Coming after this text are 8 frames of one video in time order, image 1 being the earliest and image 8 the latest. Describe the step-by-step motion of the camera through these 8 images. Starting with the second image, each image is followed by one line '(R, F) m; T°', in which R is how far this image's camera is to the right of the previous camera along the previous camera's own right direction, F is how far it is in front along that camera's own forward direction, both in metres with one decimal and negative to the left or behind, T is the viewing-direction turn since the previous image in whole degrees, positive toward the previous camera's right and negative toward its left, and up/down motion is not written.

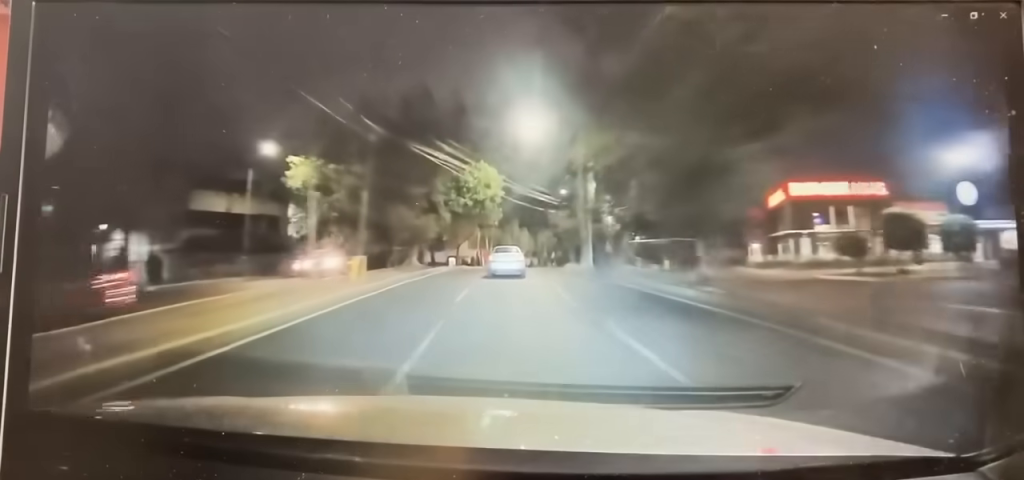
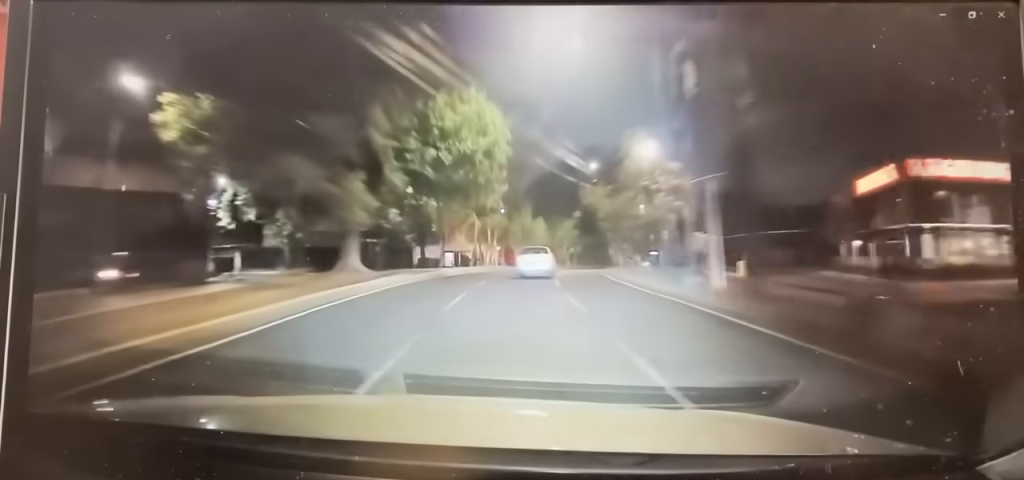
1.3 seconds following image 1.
(0.0, +12.8) m; 0°
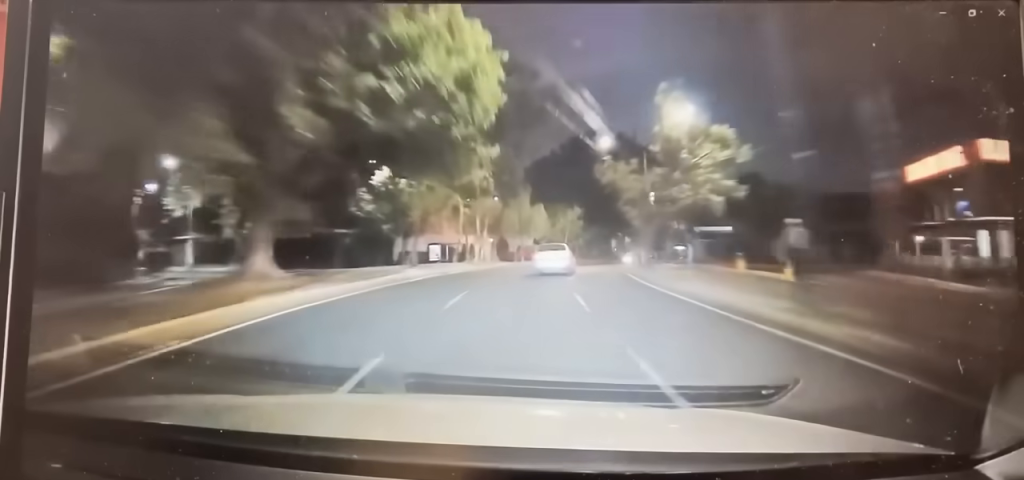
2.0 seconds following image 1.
(0.0, +7.1) m; 0°
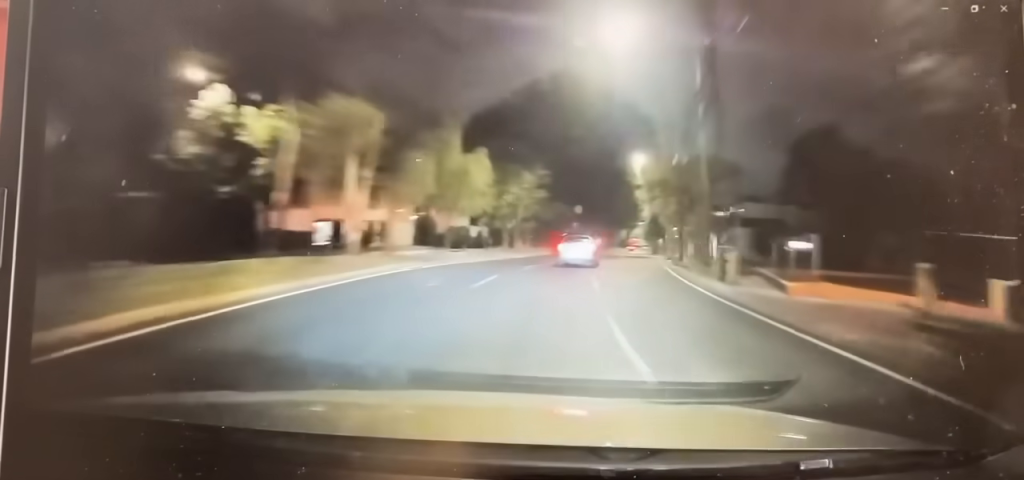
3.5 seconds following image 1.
(0.0, +18.9) m; 0°
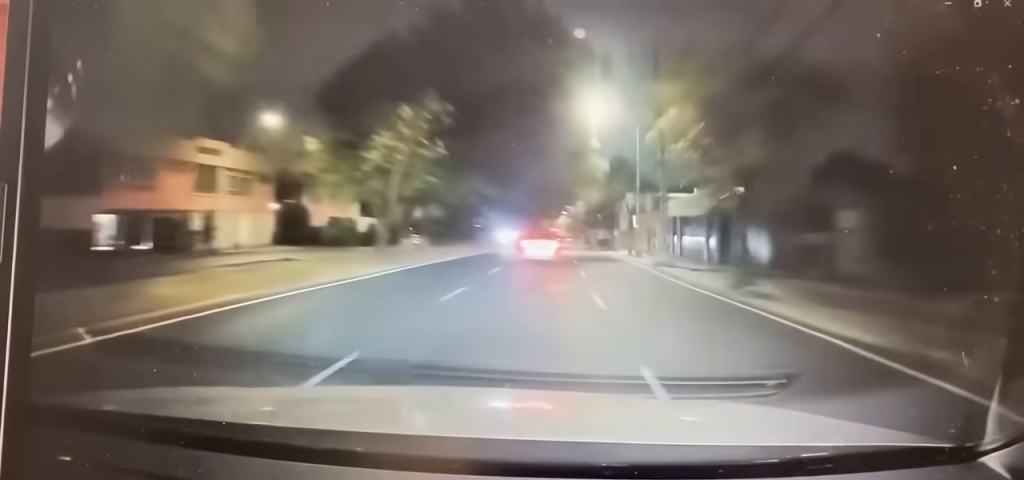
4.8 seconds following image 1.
(0.0, +16.0) m; 0°
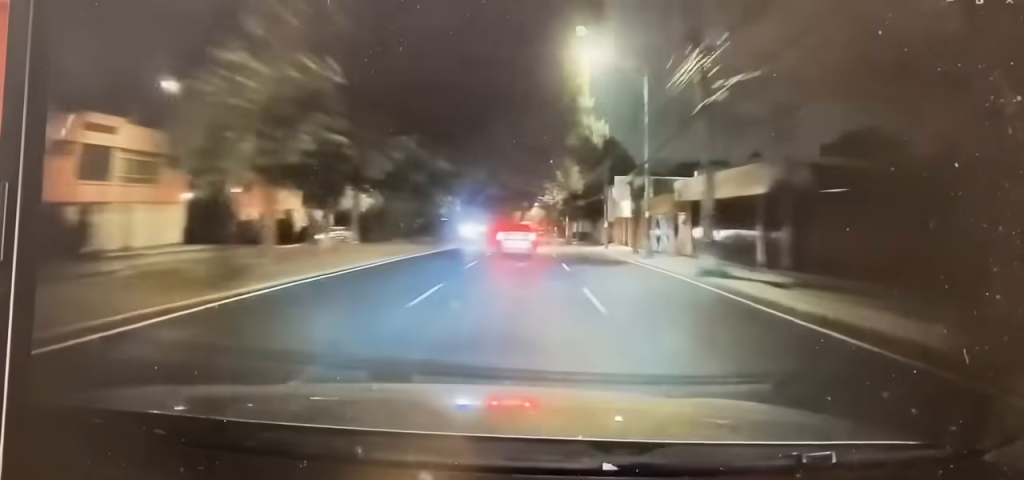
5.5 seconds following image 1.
(0.0, +8.2) m; 0°
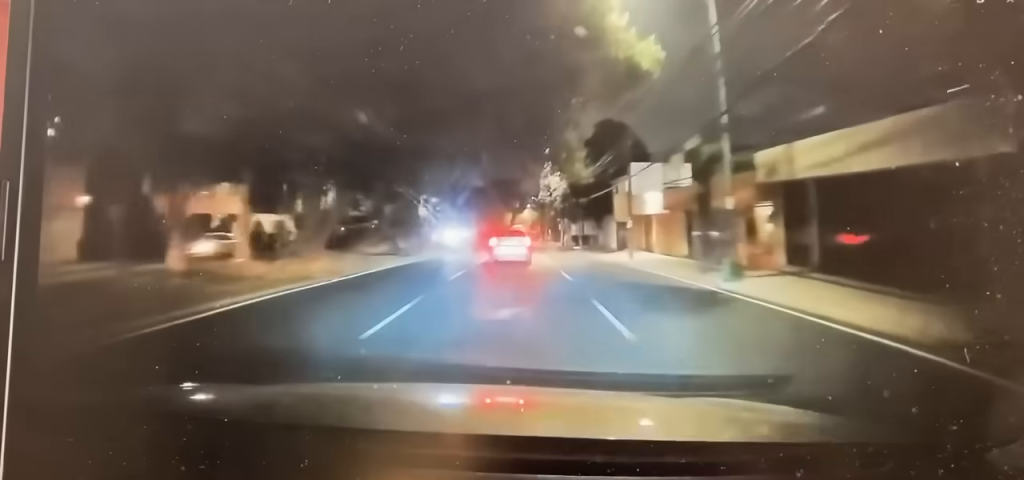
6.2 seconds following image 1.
(0.0, +9.1) m; +1°
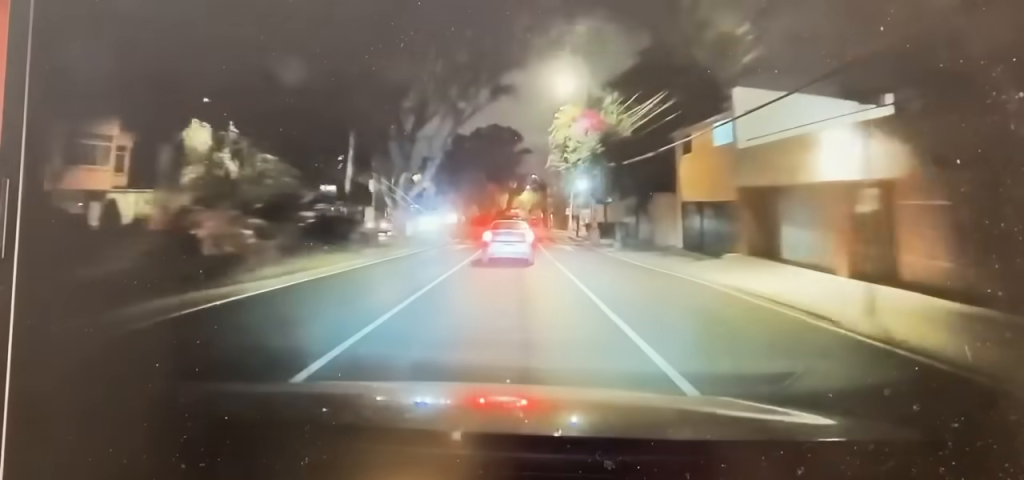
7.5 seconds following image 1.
(+0.6, +15.9) m; +7°
